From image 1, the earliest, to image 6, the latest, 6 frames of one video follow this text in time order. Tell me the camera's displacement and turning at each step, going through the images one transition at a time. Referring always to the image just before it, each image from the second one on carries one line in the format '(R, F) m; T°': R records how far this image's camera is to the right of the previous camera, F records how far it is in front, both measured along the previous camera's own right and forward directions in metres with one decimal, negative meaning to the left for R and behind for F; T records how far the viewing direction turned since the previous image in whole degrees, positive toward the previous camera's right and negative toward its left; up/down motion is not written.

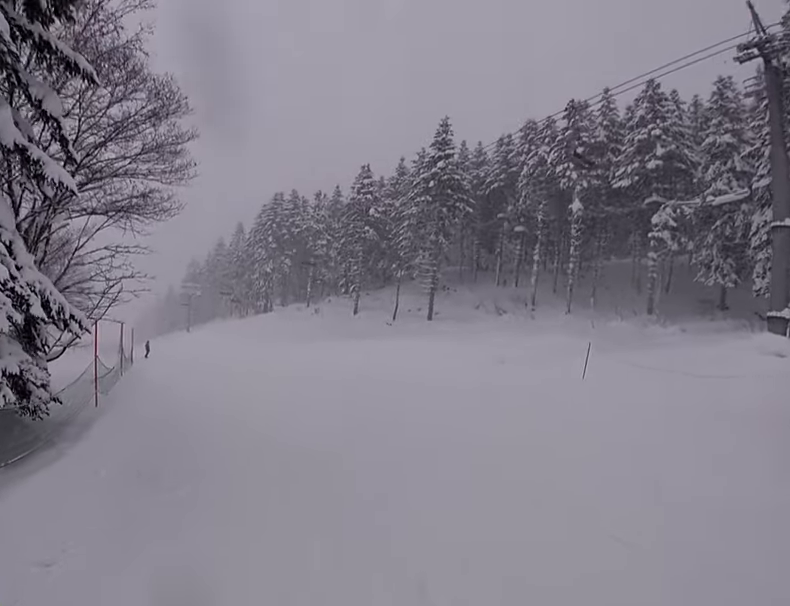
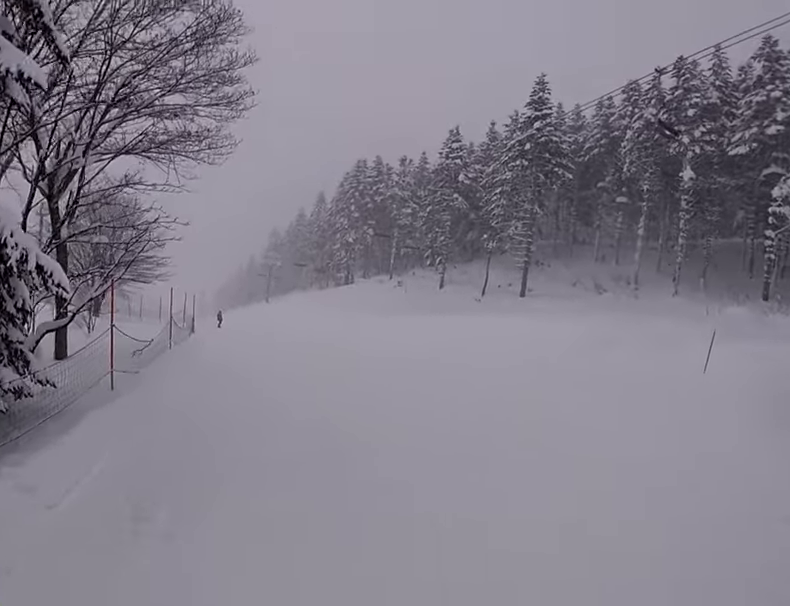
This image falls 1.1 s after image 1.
(+1.4, +2.3) m; -1°
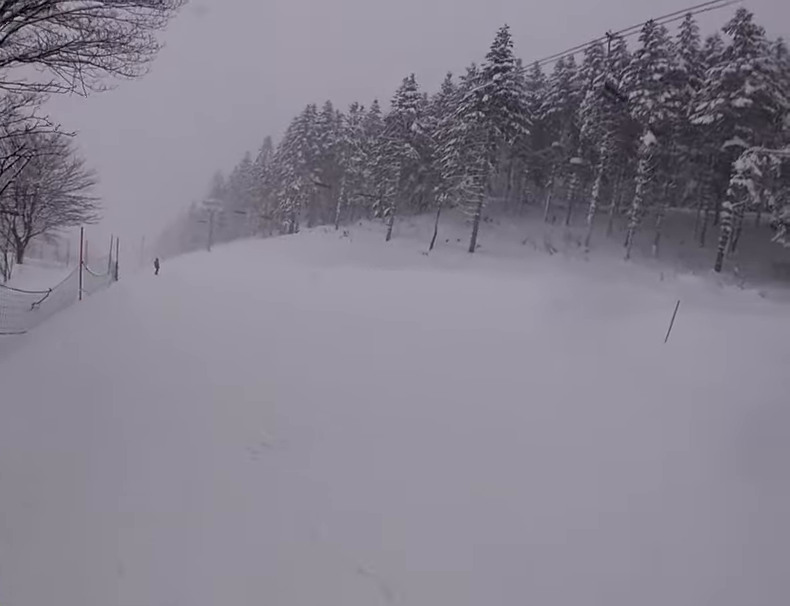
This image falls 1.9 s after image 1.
(-1.2, +1.2) m; 0°
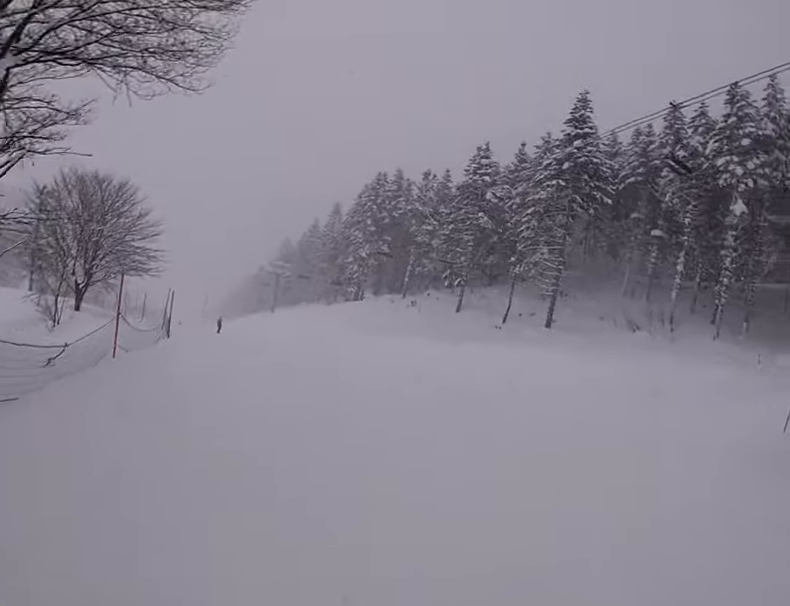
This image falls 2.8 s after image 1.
(+1.1, +2.1) m; -2°
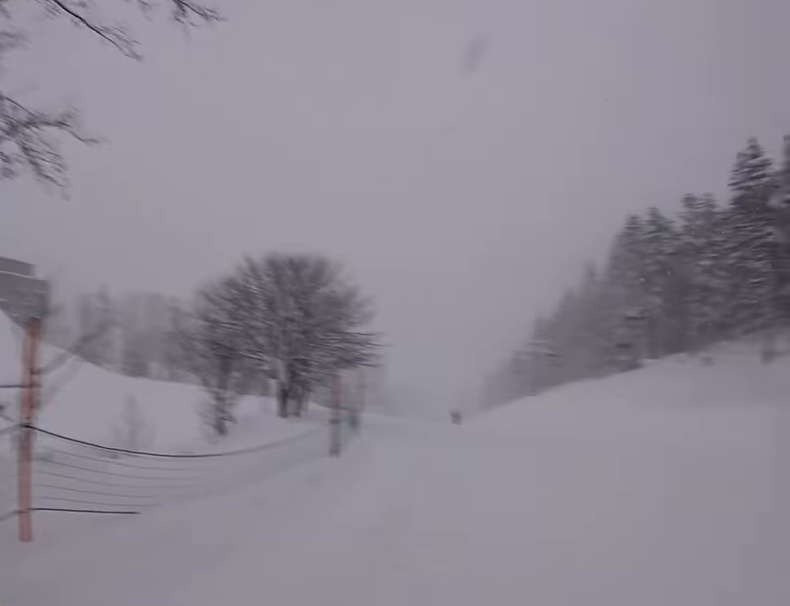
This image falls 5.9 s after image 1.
(-1.2, +7.7) m; +2°
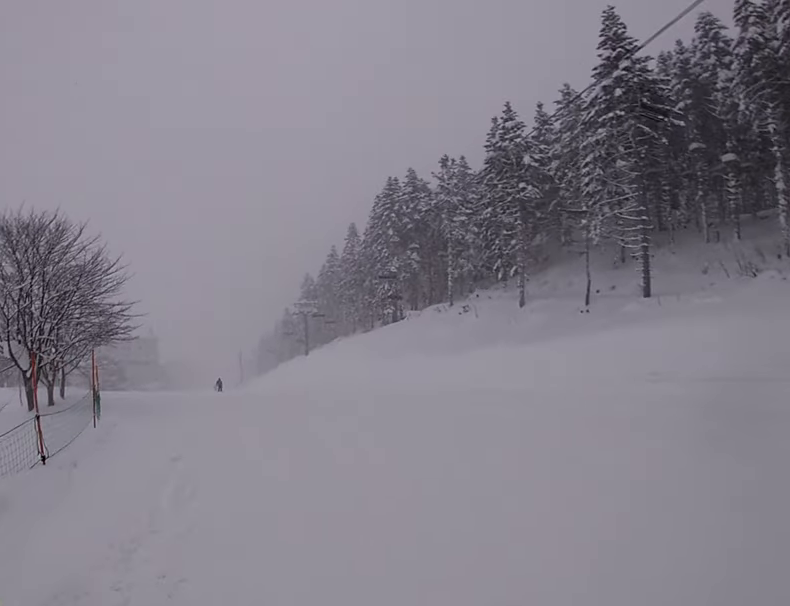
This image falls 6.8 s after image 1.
(0.0, +2.4) m; -1°
